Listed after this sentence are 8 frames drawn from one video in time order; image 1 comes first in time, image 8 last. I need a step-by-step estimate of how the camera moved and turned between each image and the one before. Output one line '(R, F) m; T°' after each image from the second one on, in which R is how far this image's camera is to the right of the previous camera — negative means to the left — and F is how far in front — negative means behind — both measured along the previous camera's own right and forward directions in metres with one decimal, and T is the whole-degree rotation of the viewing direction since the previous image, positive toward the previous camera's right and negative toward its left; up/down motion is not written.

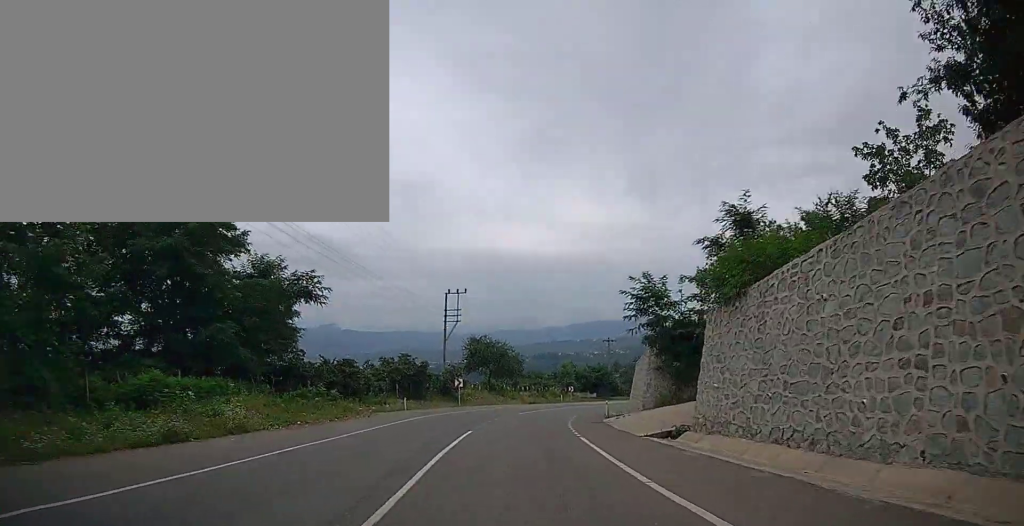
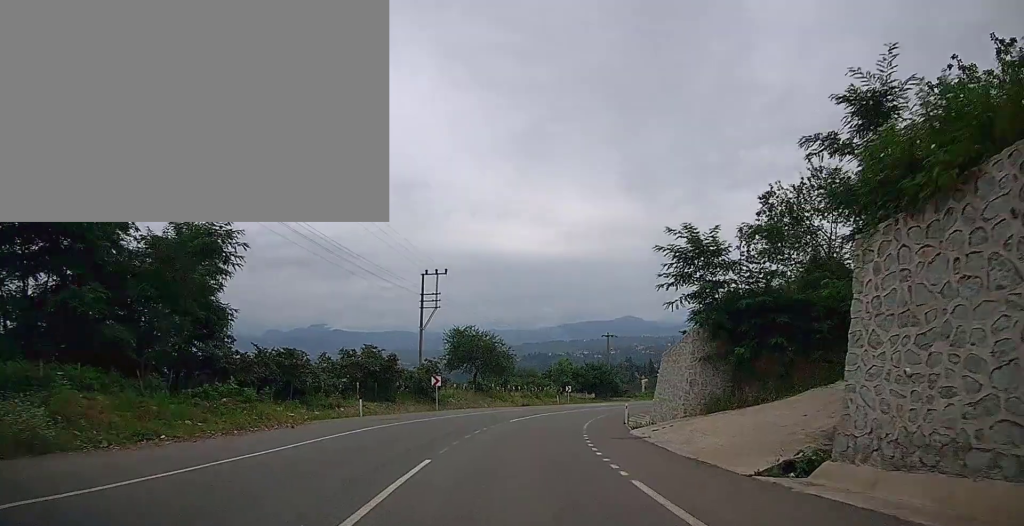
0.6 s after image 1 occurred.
(0.0, +8.9) m; 0°
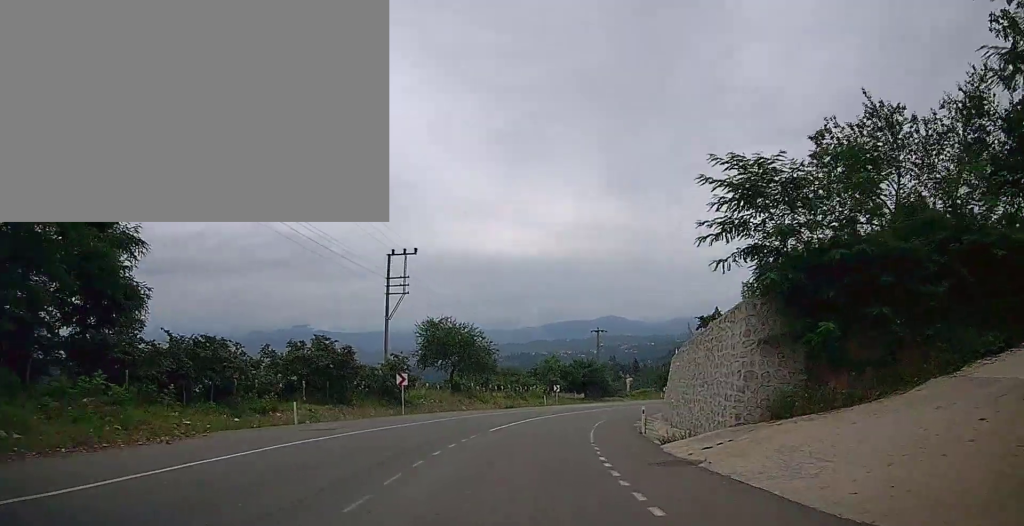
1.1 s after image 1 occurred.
(0.0, +6.2) m; +1°
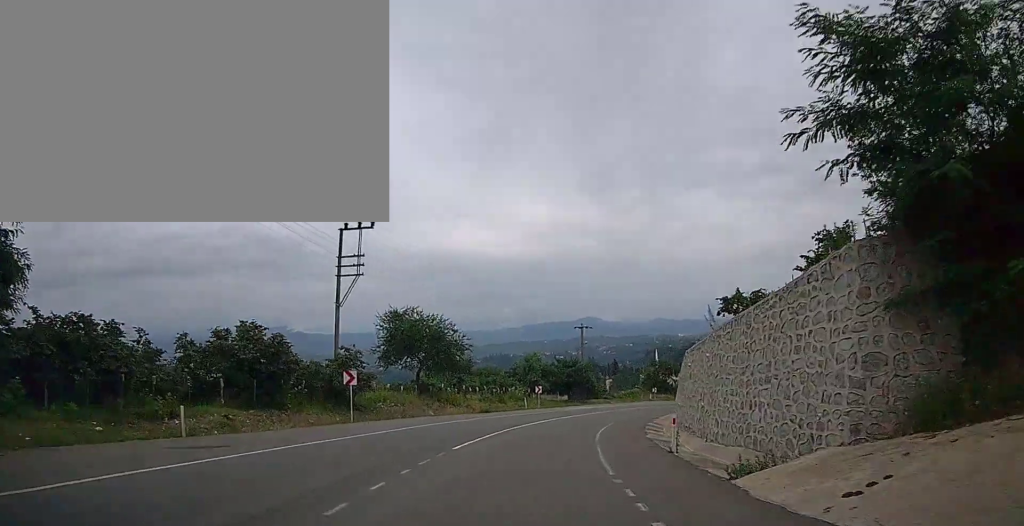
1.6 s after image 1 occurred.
(-0.1, +6.2) m; +1°
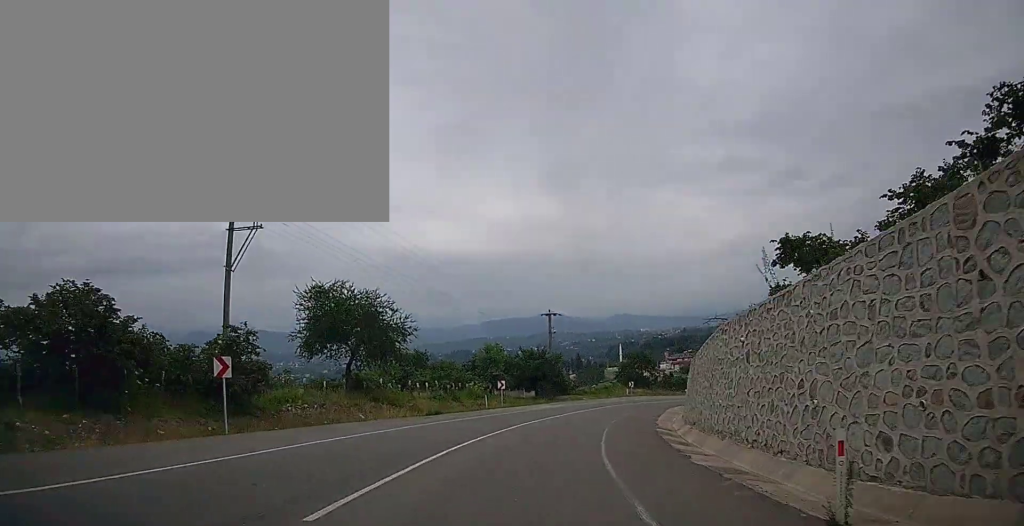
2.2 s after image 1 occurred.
(+0.3, +8.4) m; +4°
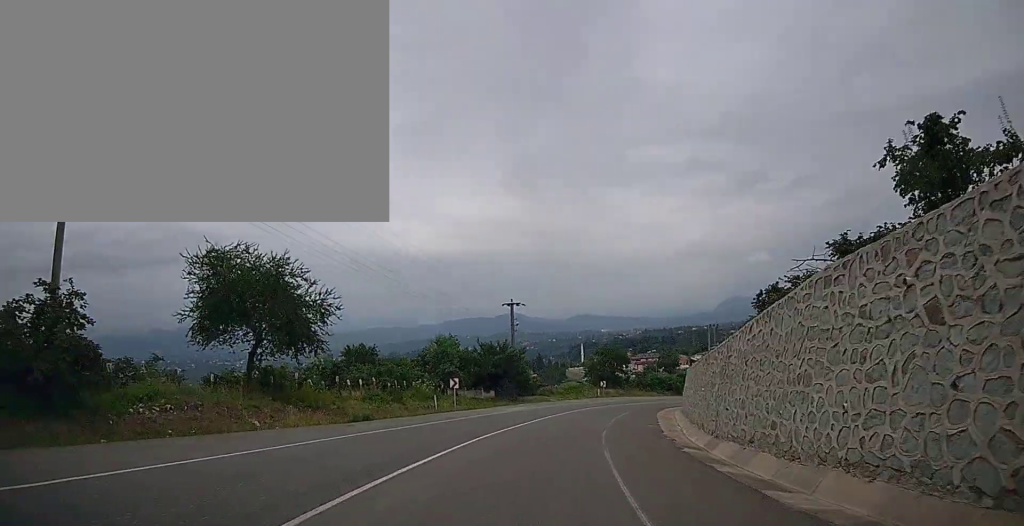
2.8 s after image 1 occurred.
(+0.1, +7.4) m; +4°
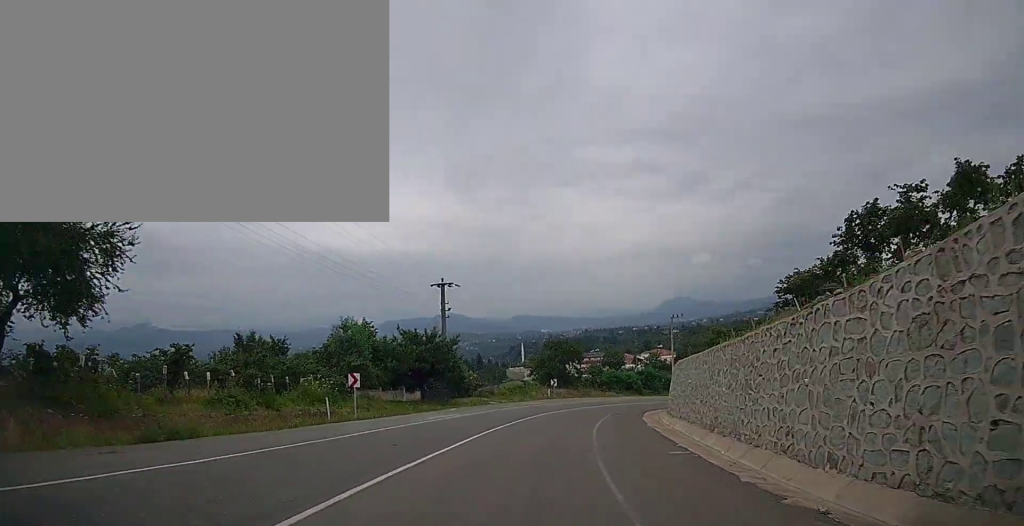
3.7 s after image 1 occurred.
(+0.6, +10.2) m; +6°
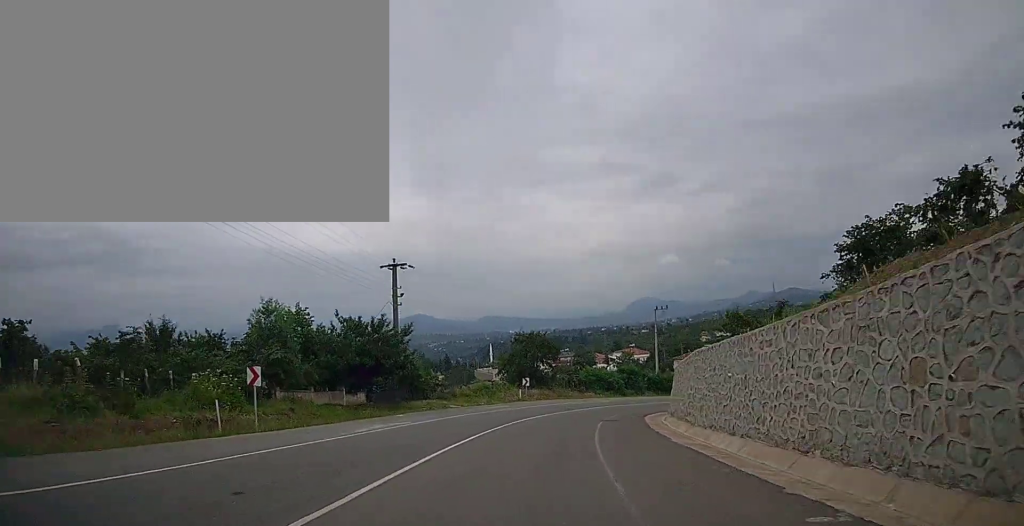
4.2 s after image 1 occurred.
(+0.3, +6.7) m; +3°
